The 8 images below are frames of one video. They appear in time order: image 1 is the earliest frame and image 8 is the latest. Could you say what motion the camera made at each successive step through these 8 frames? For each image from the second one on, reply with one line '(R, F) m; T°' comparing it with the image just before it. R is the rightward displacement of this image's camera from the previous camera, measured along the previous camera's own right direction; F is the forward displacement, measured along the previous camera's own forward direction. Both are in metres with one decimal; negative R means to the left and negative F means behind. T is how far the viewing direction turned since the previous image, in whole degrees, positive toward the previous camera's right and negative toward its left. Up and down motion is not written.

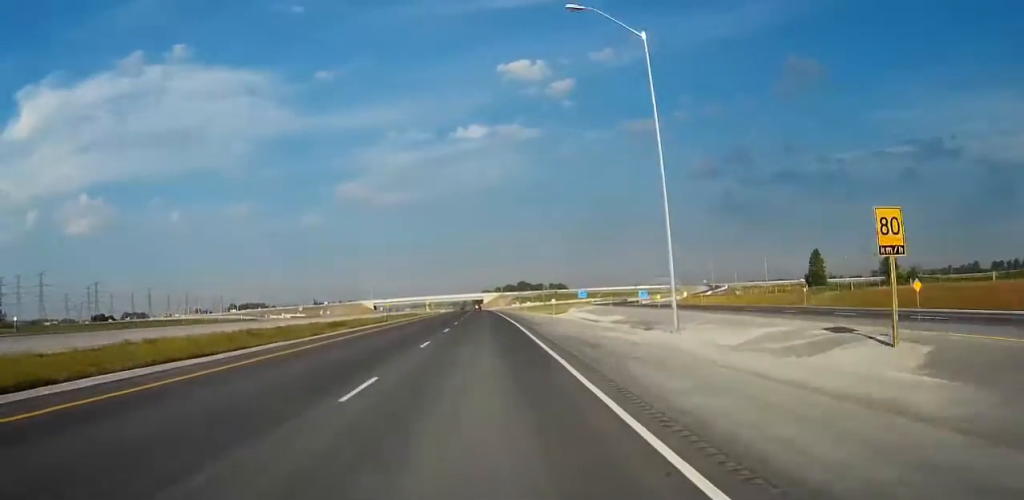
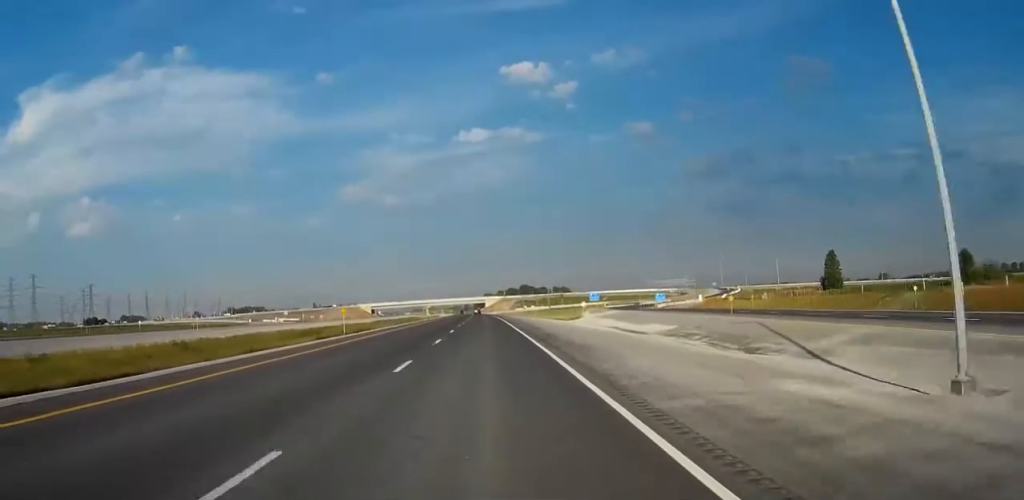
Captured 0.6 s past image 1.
(0.0, +18.6) m; 0°
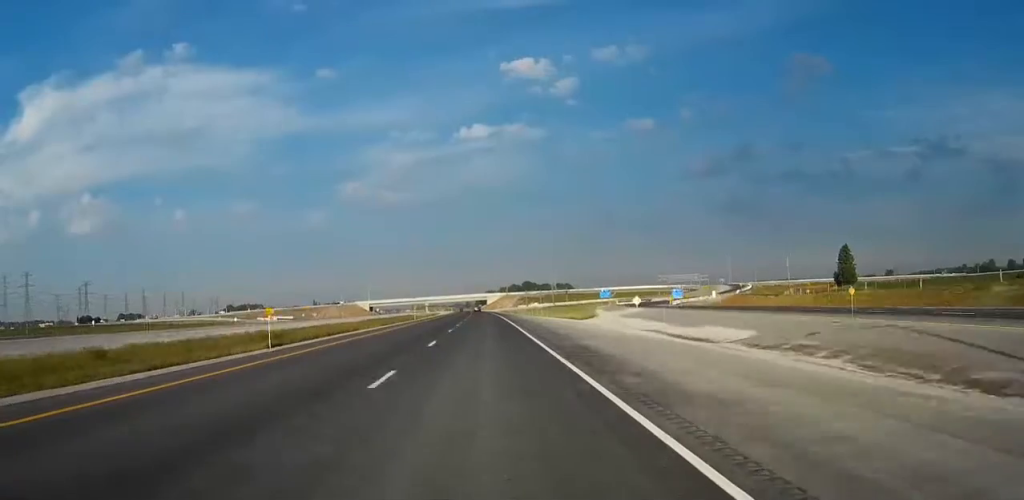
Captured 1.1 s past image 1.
(0.0, +15.5) m; 0°
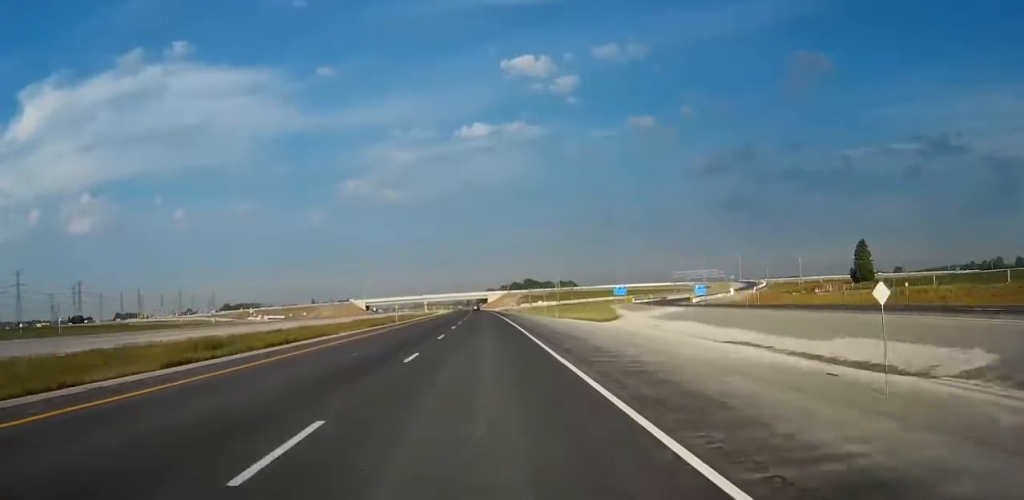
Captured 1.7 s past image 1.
(0.0, +18.6) m; 0°
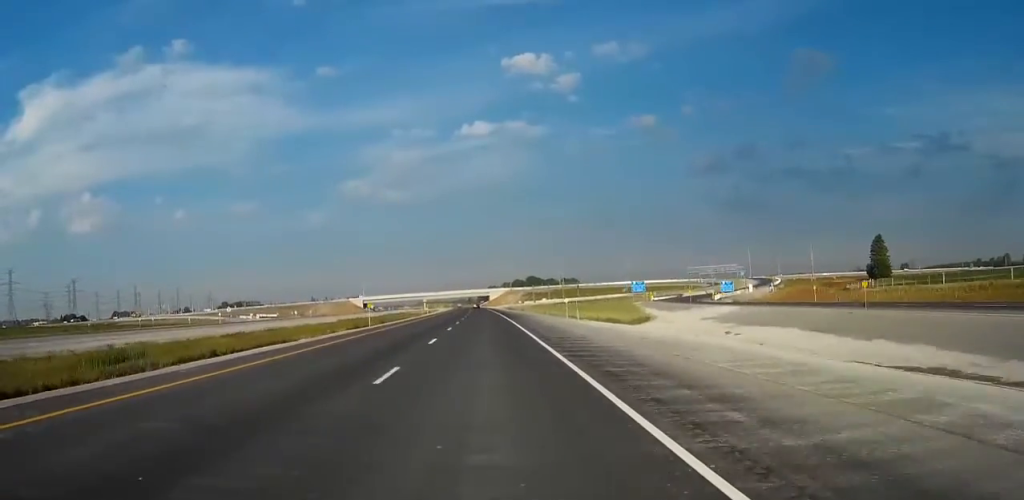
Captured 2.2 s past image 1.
(0.0, +16.5) m; 0°
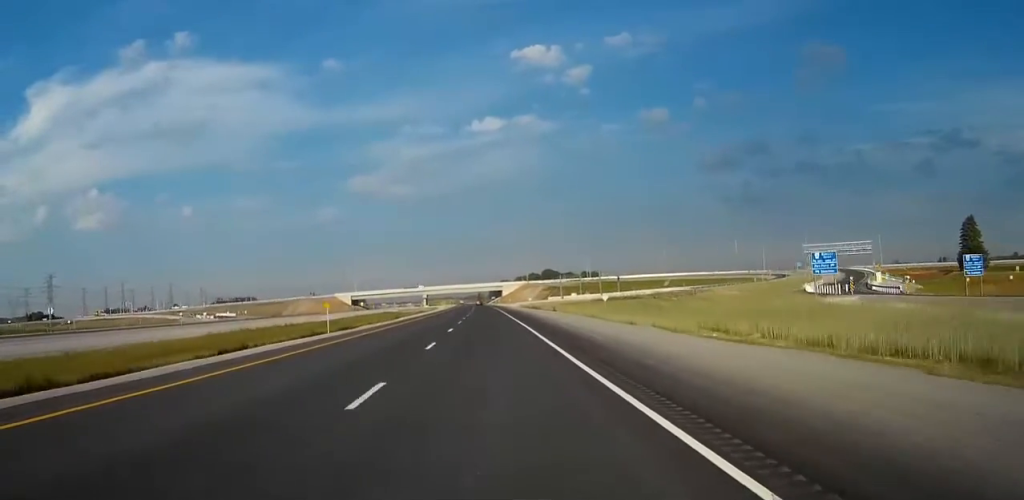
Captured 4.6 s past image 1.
(-0.1, +74.5) m; 0°
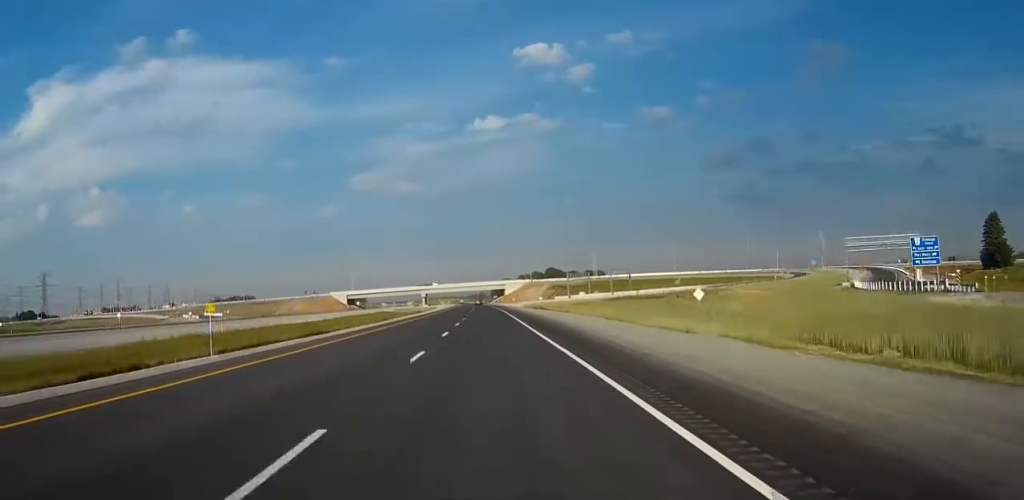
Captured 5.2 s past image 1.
(0.0, +16.6) m; 0°
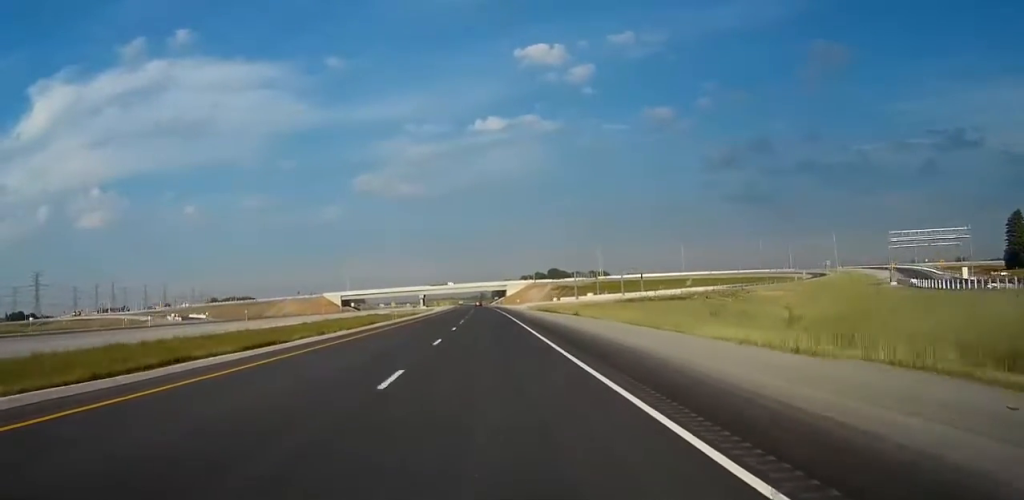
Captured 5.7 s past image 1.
(0.0, +16.6) m; 0°
